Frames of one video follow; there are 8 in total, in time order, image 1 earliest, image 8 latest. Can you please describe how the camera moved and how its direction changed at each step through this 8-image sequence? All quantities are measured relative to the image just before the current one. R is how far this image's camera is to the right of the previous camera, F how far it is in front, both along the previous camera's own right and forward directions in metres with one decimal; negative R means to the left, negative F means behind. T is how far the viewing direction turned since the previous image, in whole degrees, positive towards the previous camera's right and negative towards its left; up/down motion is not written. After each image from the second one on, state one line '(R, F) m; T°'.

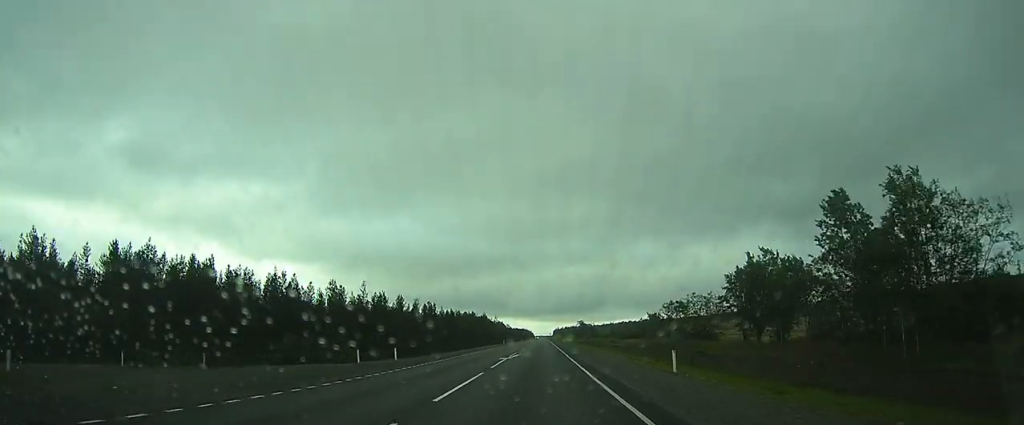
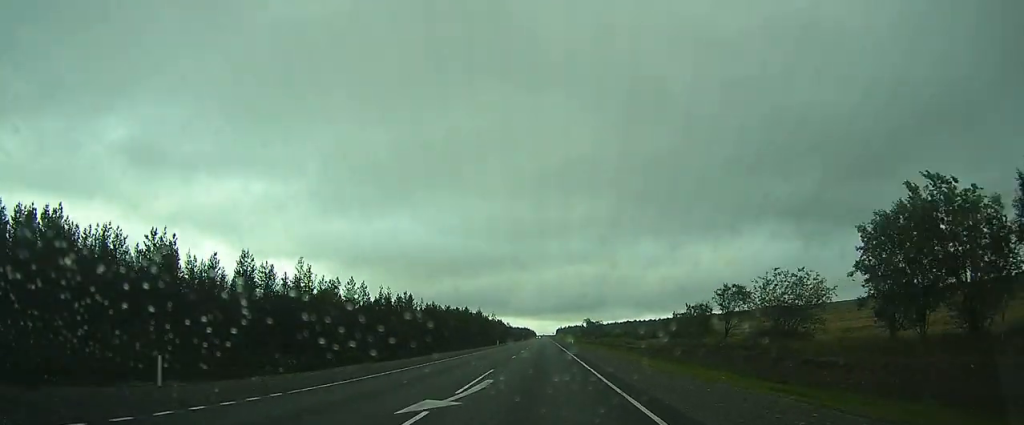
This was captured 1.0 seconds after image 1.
(-0.2, +22.8) m; -1°
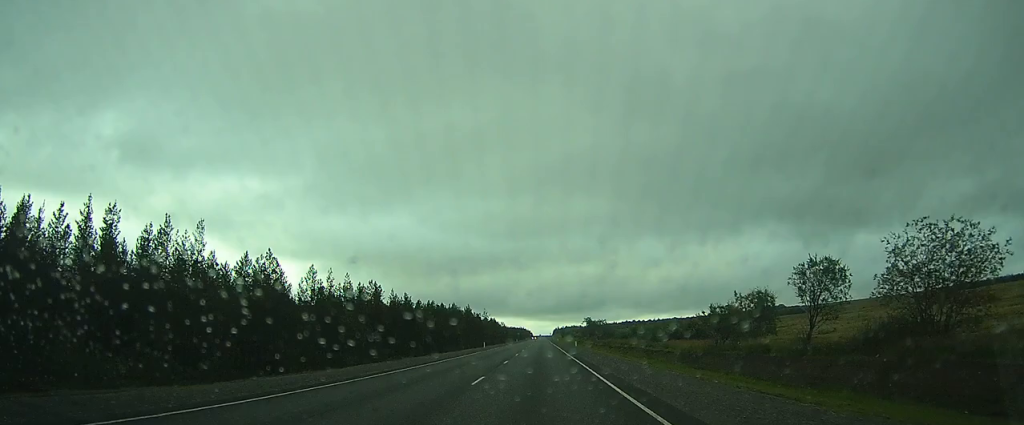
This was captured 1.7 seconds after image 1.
(-0.1, +18.2) m; 0°
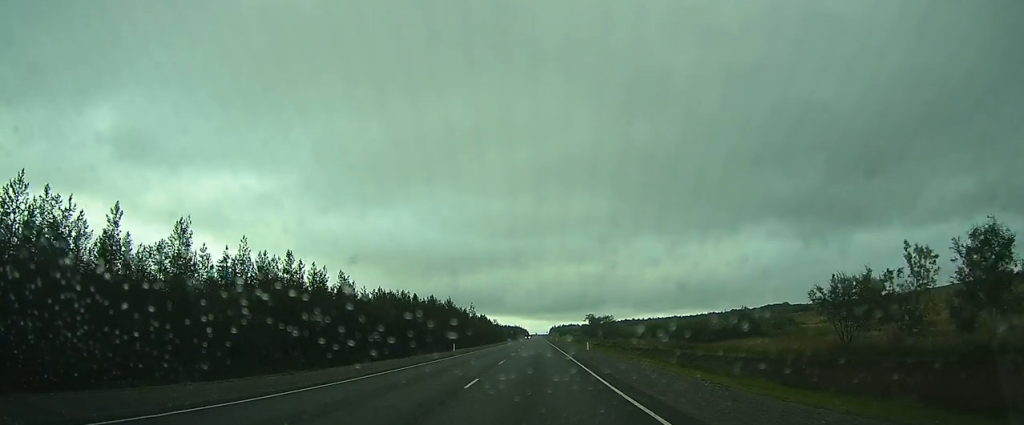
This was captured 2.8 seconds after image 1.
(0.0, +25.5) m; 0°
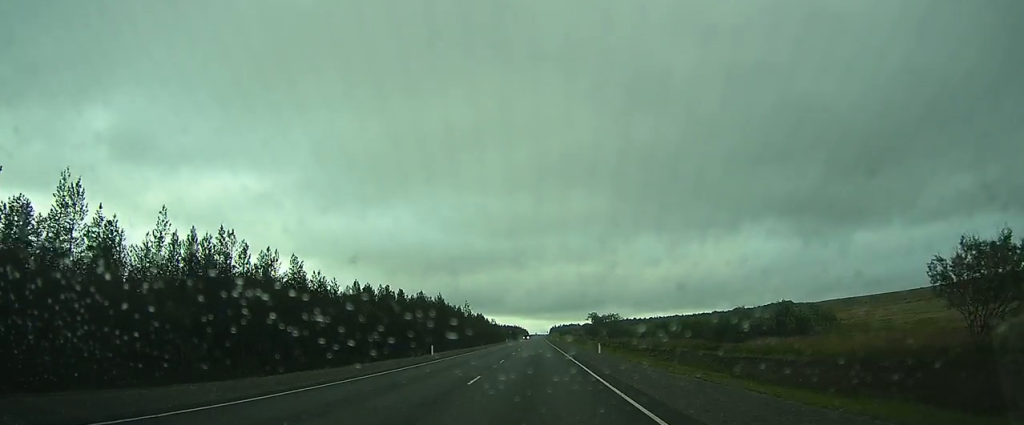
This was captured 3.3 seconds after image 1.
(0.0, +11.2) m; 0°
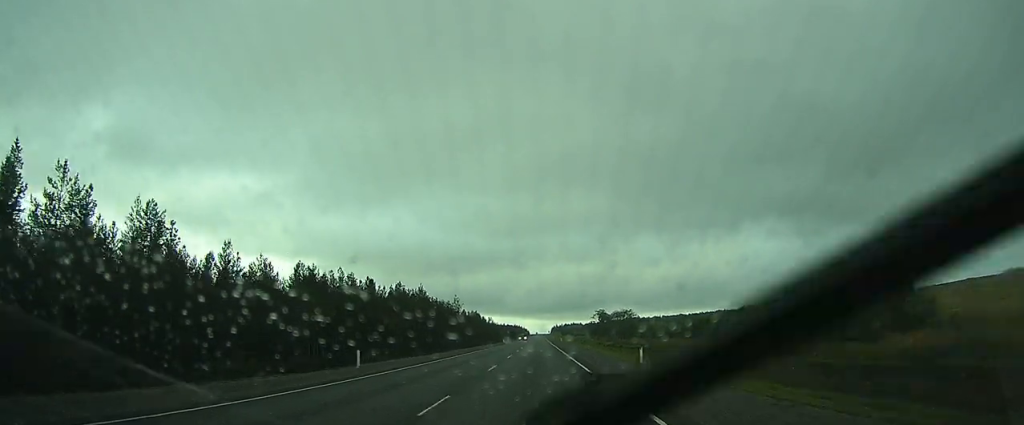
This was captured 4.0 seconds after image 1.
(0.0, +18.4) m; 0°
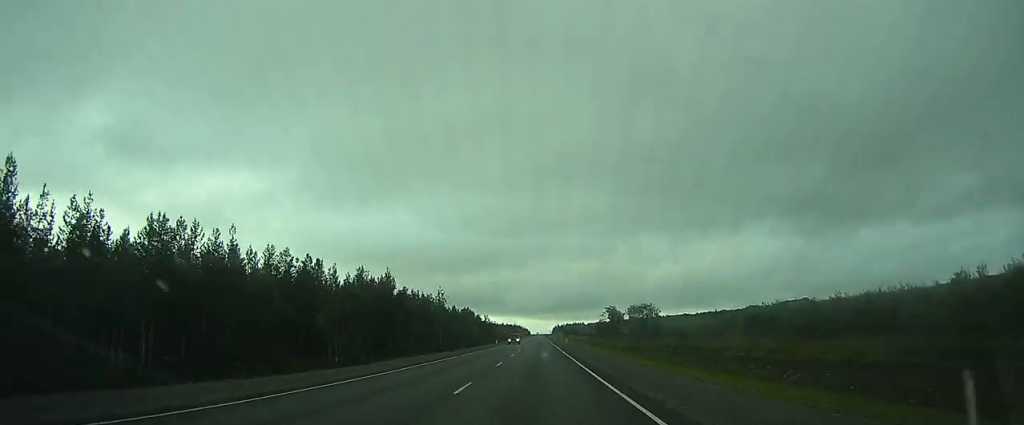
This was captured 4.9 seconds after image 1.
(+0.1, +20.7) m; +1°
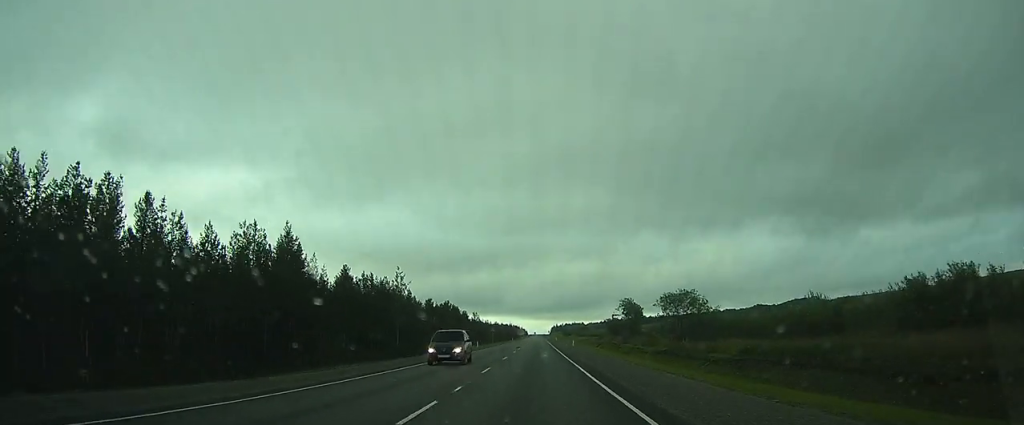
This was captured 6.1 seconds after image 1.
(+0.2, +28.5) m; +1°
